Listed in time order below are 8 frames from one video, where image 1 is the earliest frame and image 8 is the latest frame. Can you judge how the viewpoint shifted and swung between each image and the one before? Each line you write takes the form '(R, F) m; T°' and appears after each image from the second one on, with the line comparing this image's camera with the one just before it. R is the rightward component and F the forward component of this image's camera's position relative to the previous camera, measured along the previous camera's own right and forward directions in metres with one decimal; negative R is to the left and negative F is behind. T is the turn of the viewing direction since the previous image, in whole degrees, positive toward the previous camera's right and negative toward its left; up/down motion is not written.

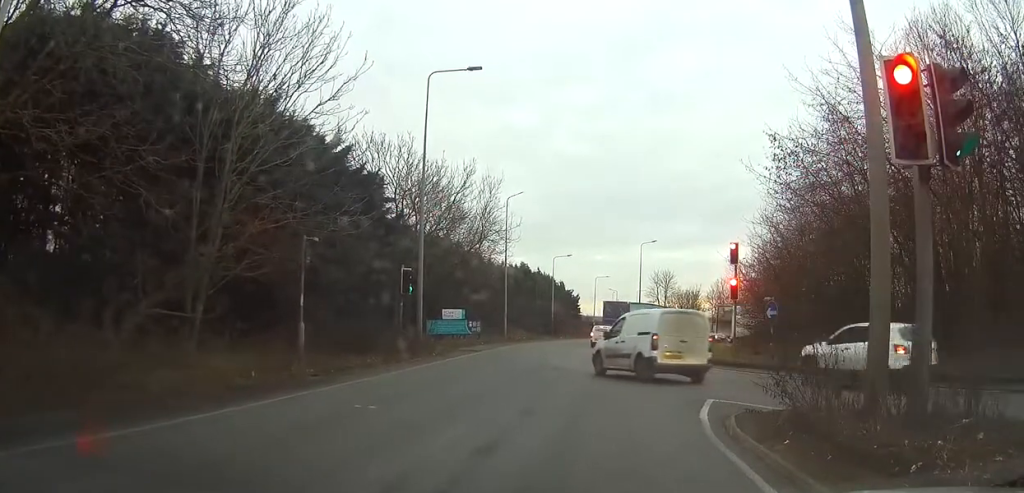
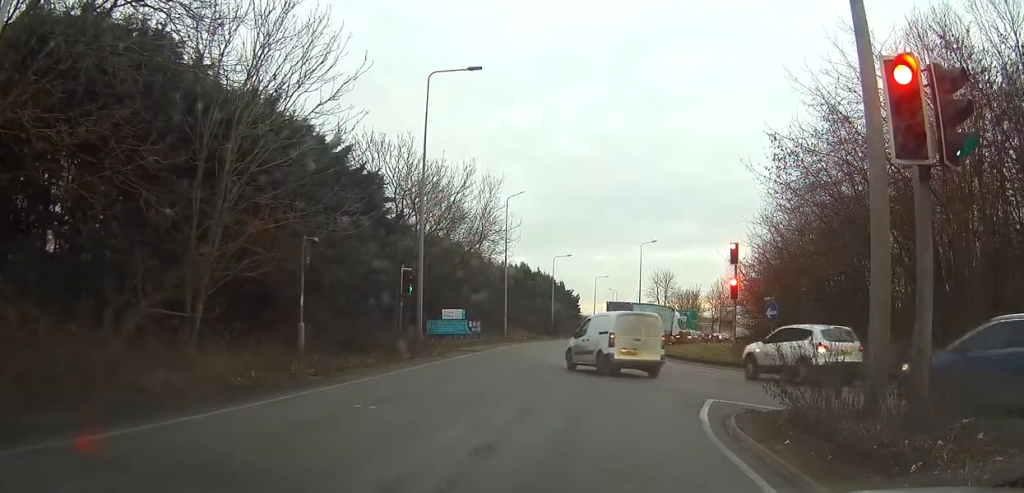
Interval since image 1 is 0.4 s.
(0.0, 0.0) m; 0°
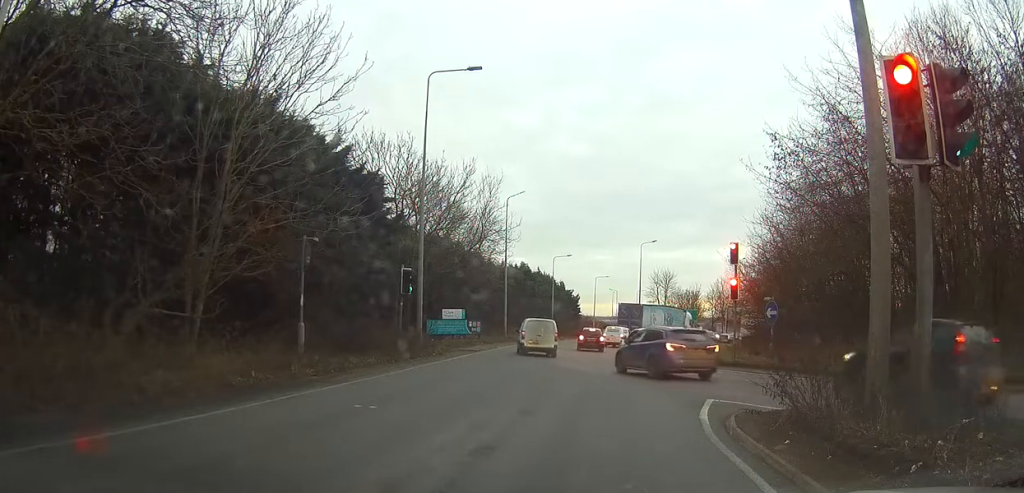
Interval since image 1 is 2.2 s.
(0.0, 0.0) m; 0°
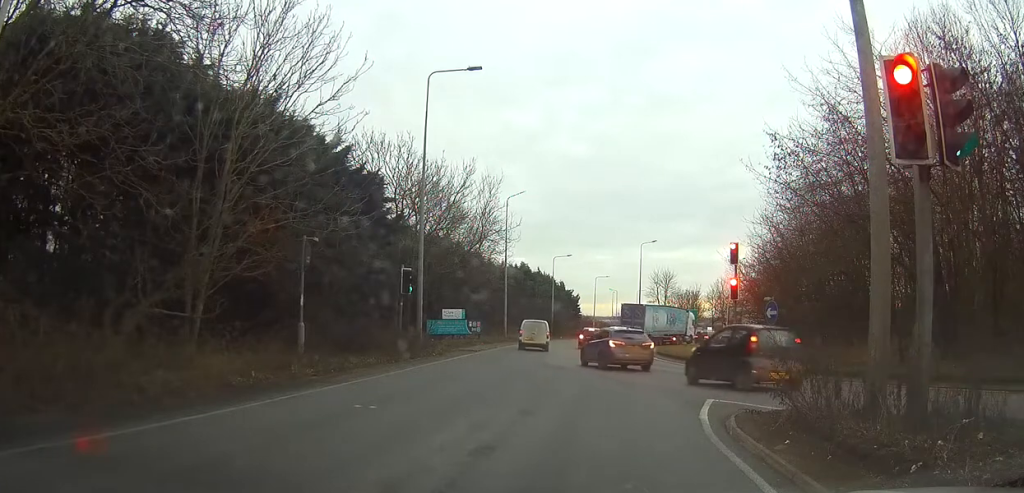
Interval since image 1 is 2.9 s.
(0.0, 0.0) m; 0°
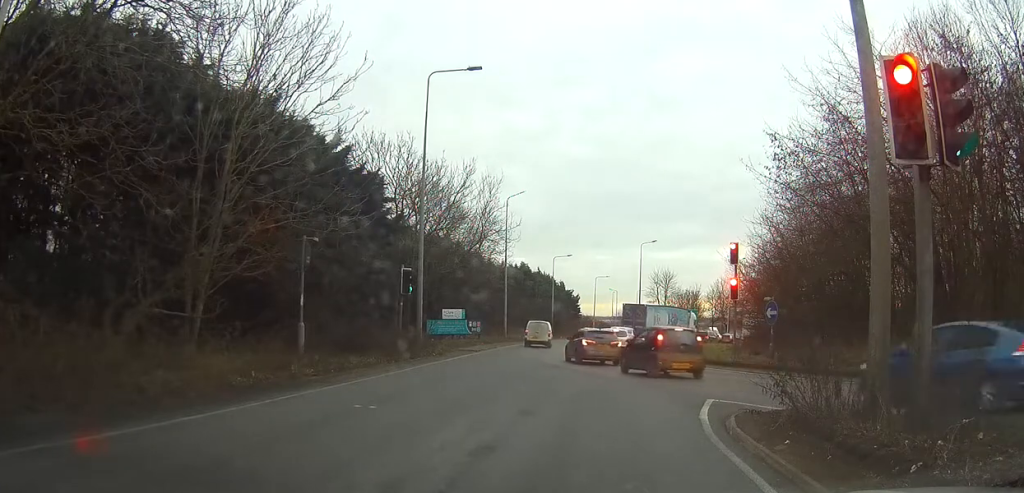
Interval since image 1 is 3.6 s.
(0.0, 0.0) m; 0°
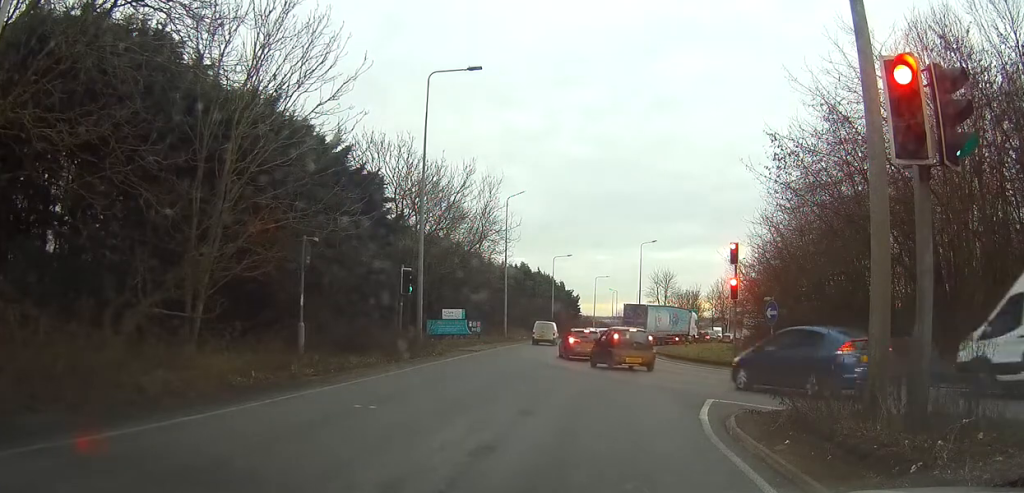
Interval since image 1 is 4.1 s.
(0.0, 0.0) m; 0°
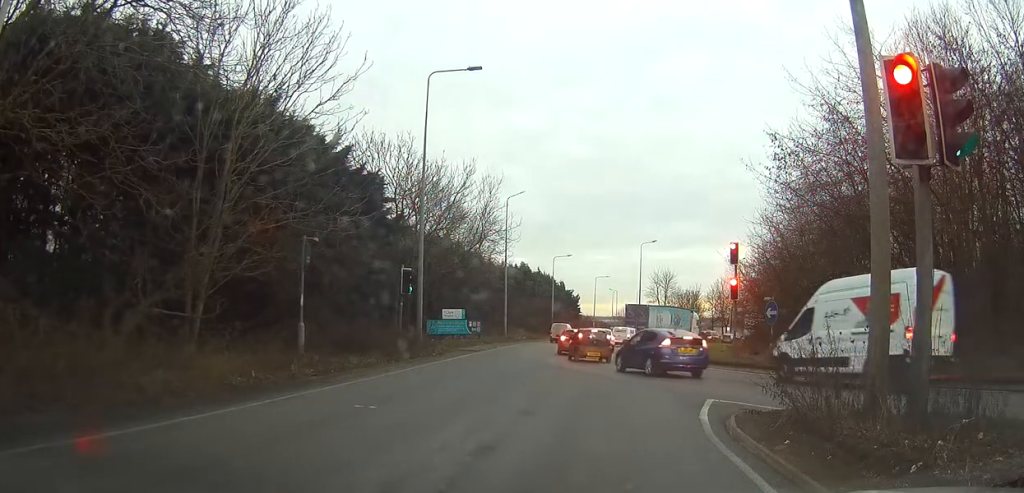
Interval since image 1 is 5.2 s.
(0.0, 0.0) m; 0°
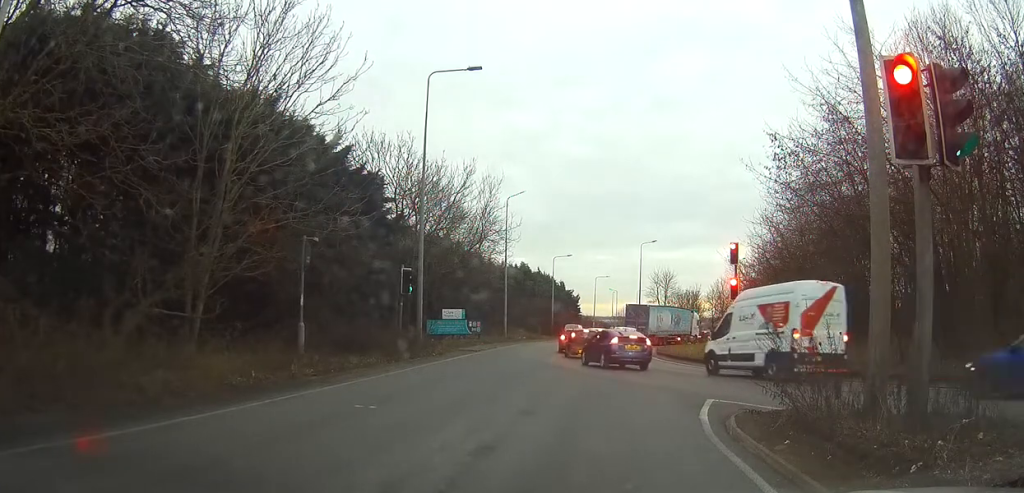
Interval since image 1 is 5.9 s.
(0.0, 0.0) m; 0°
